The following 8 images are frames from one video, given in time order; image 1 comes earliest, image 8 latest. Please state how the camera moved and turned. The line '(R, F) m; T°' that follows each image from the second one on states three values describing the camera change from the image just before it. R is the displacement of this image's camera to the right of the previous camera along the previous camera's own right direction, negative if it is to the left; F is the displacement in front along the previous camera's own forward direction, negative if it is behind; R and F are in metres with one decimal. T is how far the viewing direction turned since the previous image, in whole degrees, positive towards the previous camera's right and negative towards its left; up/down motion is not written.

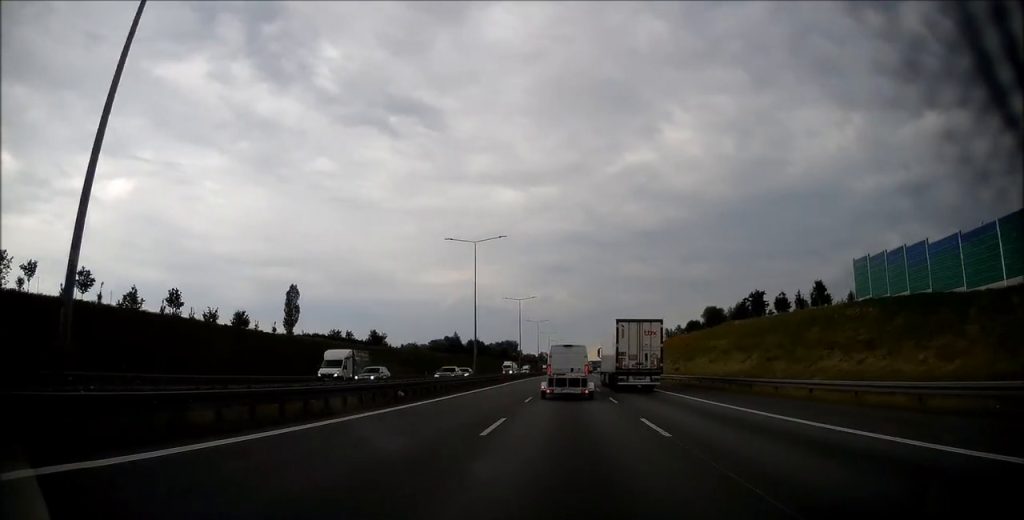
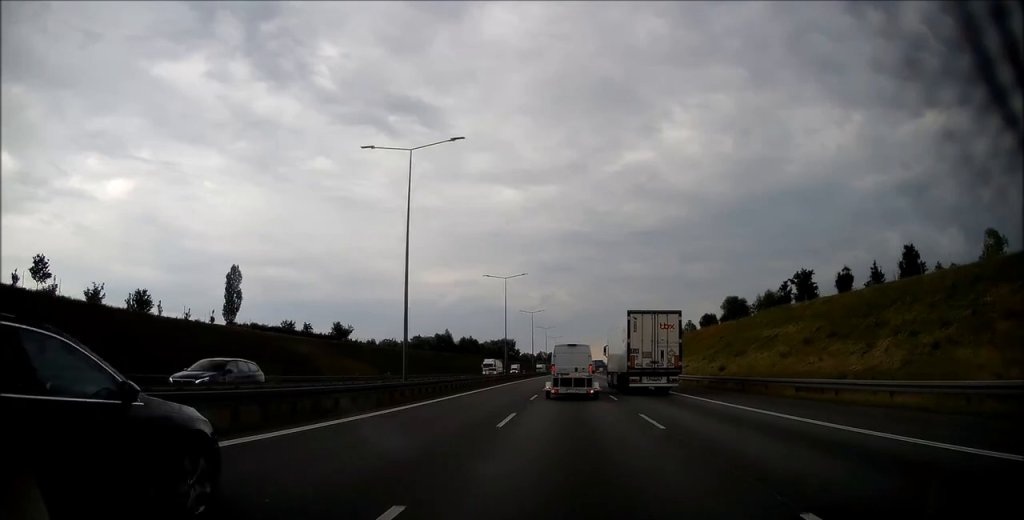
(-0.1, +22.3) m; +1°
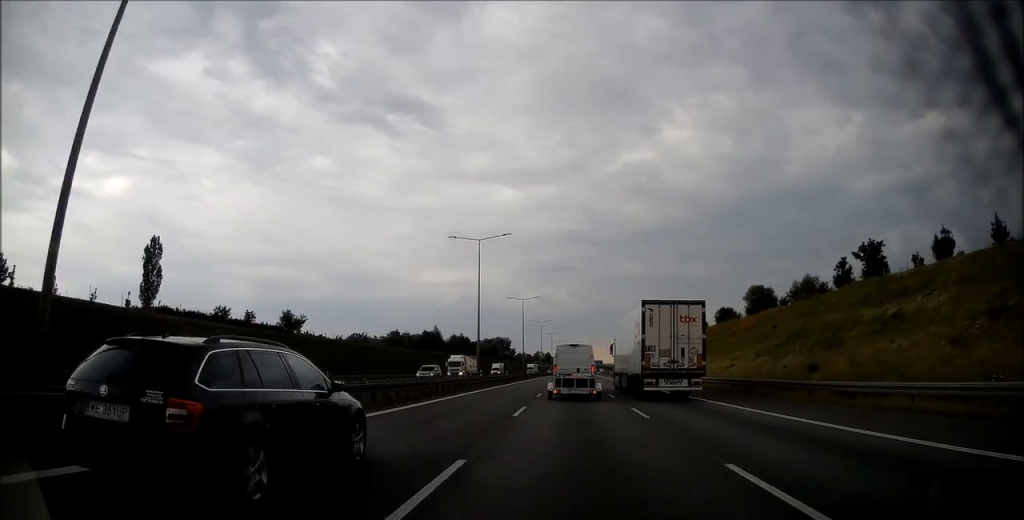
(+0.3, +21.2) m; 0°
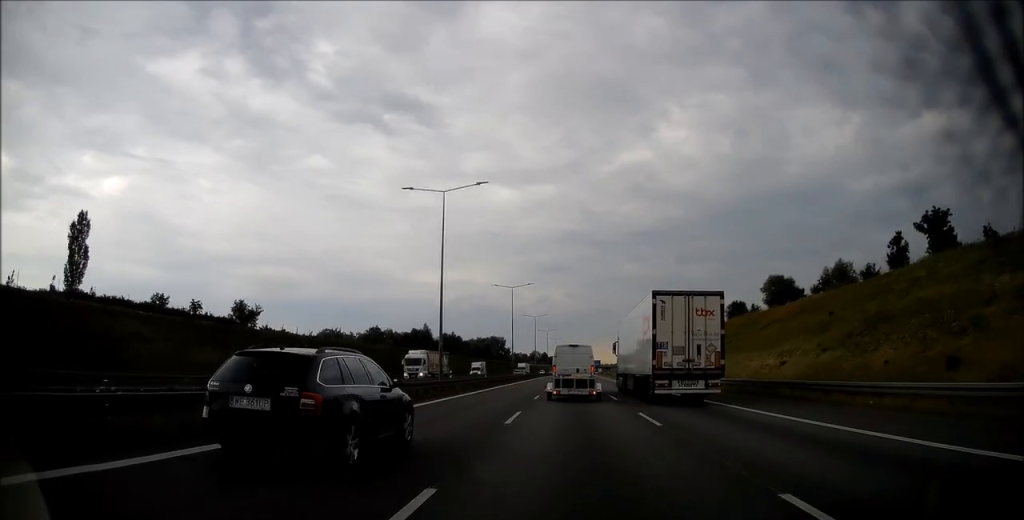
(+0.1, +14.1) m; 0°
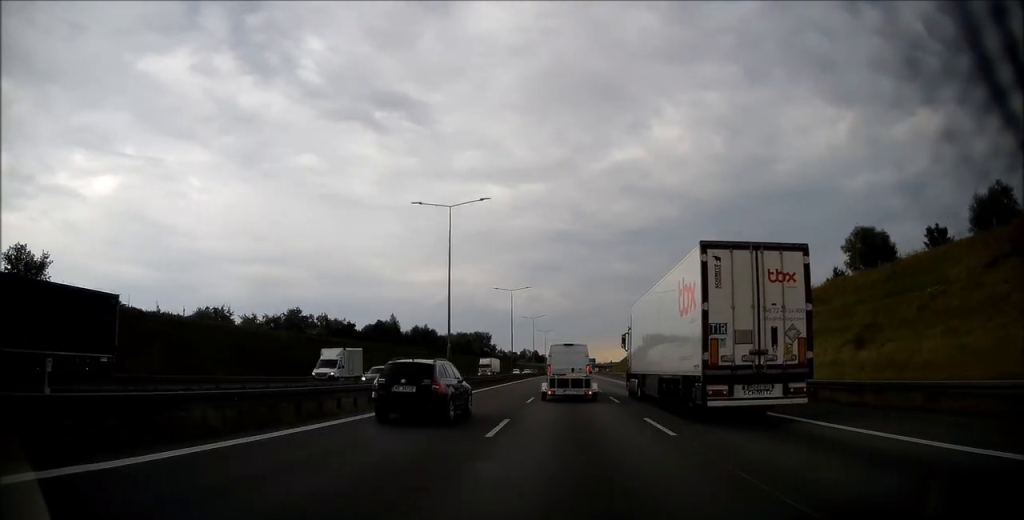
(+0.2, +39.2) m; +1°
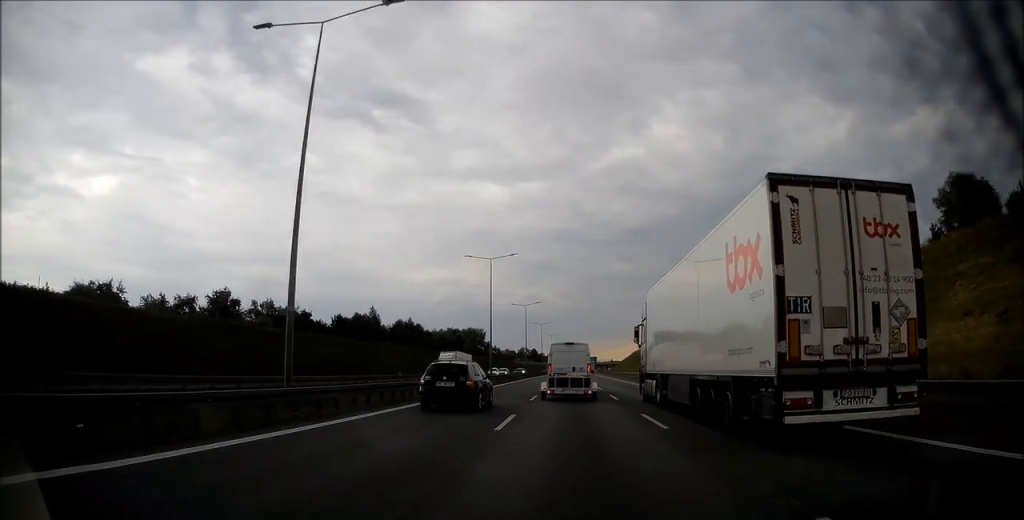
(+0.3, +23.0) m; 0°
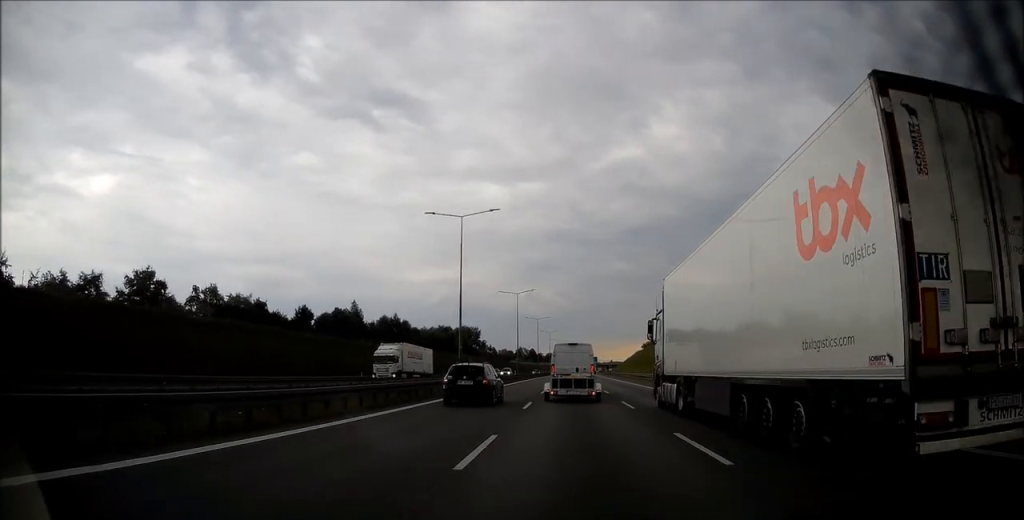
(-0.3, +16.9) m; 0°
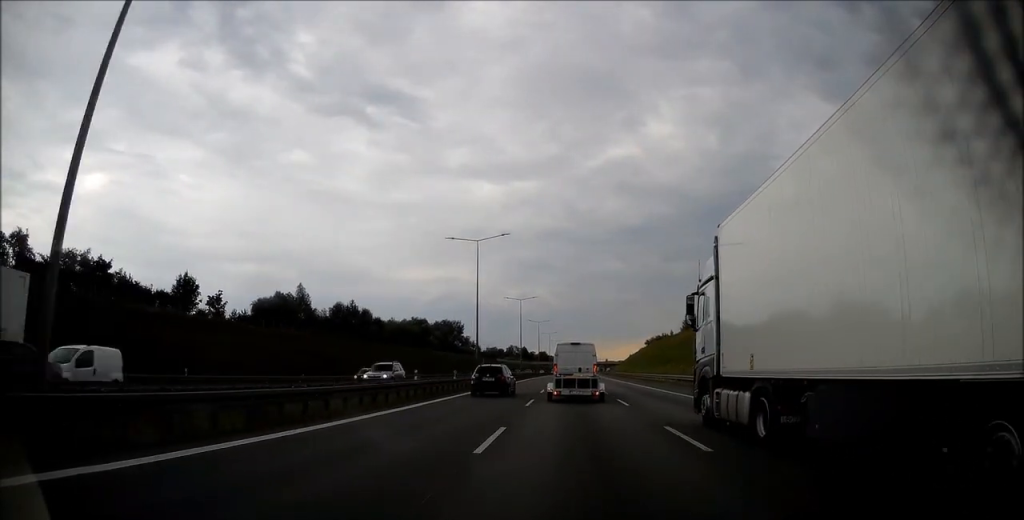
(+0.4, +34.8) m; 0°
